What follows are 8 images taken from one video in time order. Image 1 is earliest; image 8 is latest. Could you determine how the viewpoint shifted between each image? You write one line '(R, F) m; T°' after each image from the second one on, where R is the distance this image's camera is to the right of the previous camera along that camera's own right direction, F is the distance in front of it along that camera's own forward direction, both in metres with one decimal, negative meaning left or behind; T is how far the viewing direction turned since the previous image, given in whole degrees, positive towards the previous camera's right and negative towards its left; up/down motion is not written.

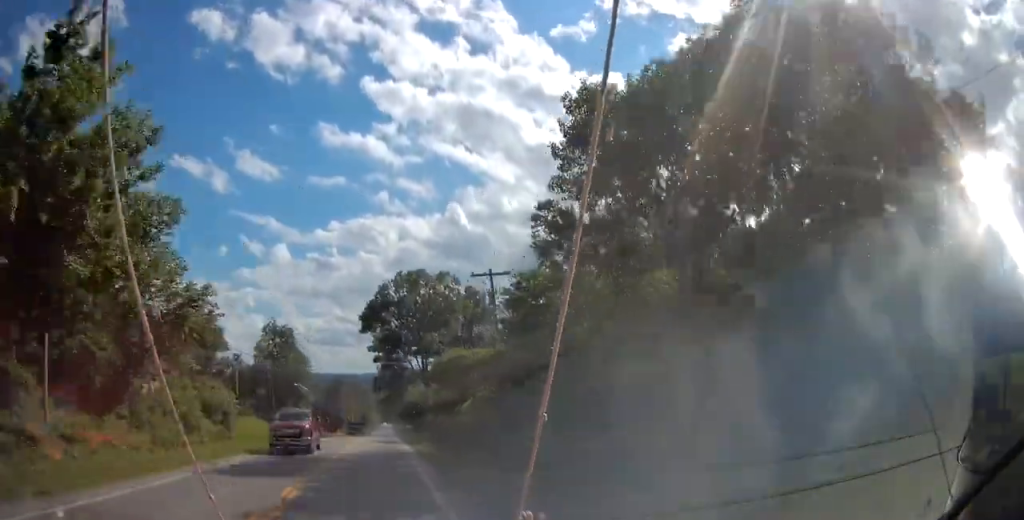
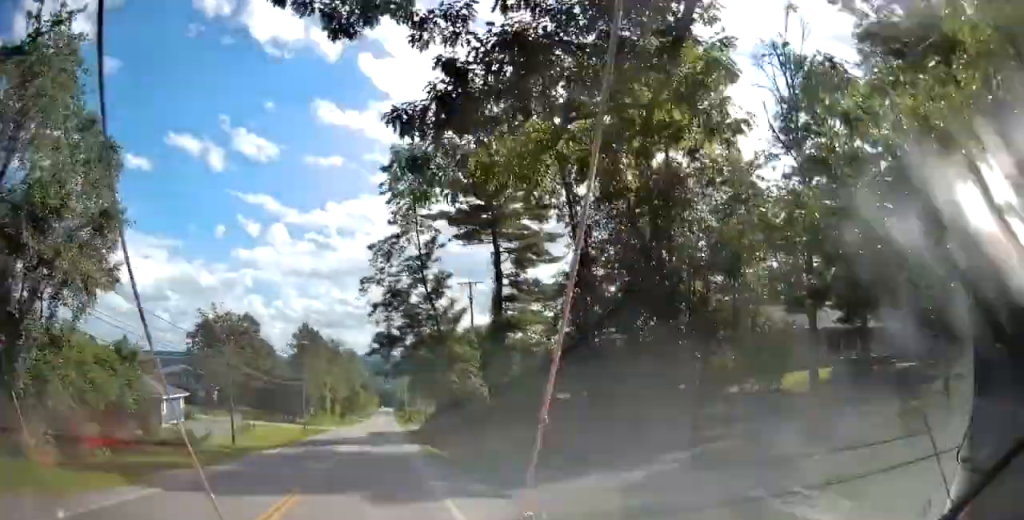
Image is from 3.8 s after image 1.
(0.0, +75.0) m; 0°
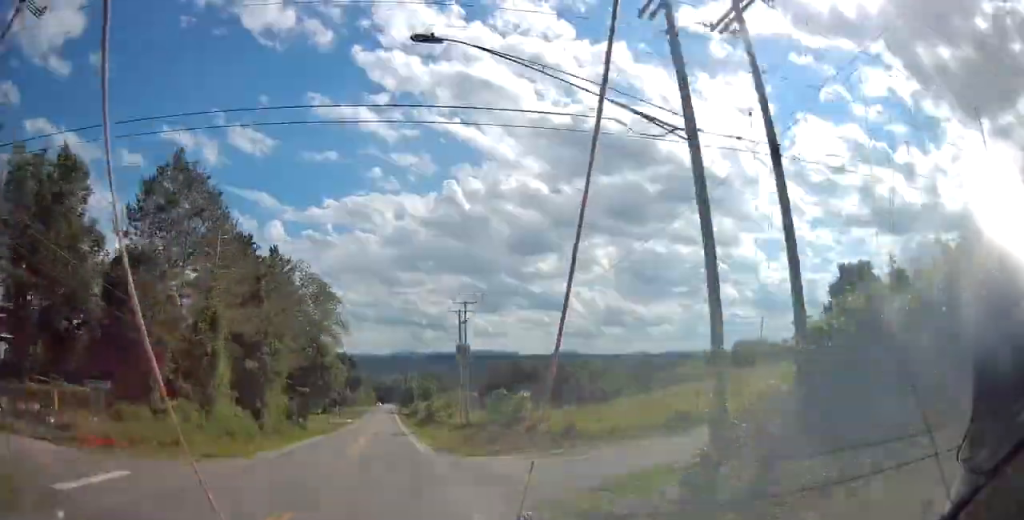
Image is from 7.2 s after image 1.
(+0.2, +67.1) m; 0°
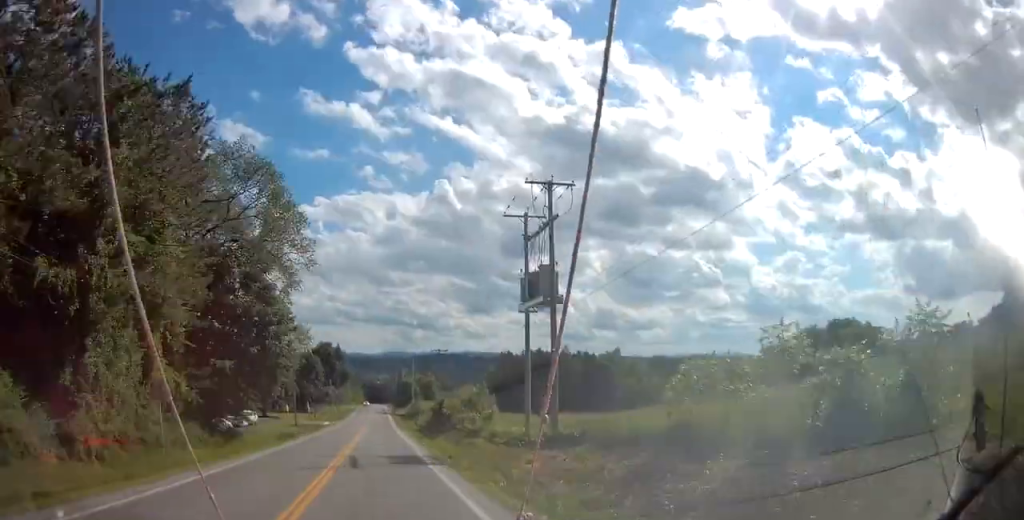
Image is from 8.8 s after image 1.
(+0.1, +31.4) m; 0°
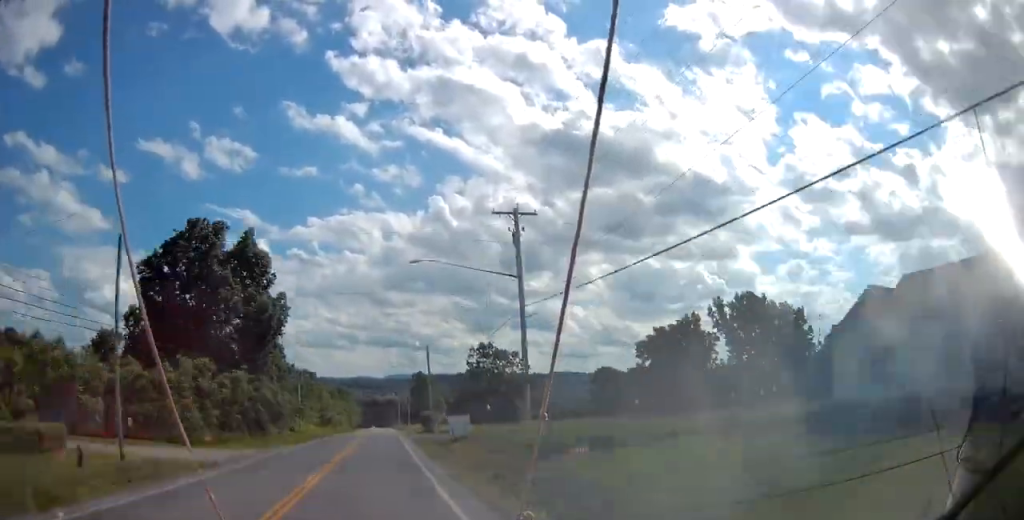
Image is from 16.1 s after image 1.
(-0.5, +142.1) m; 0°
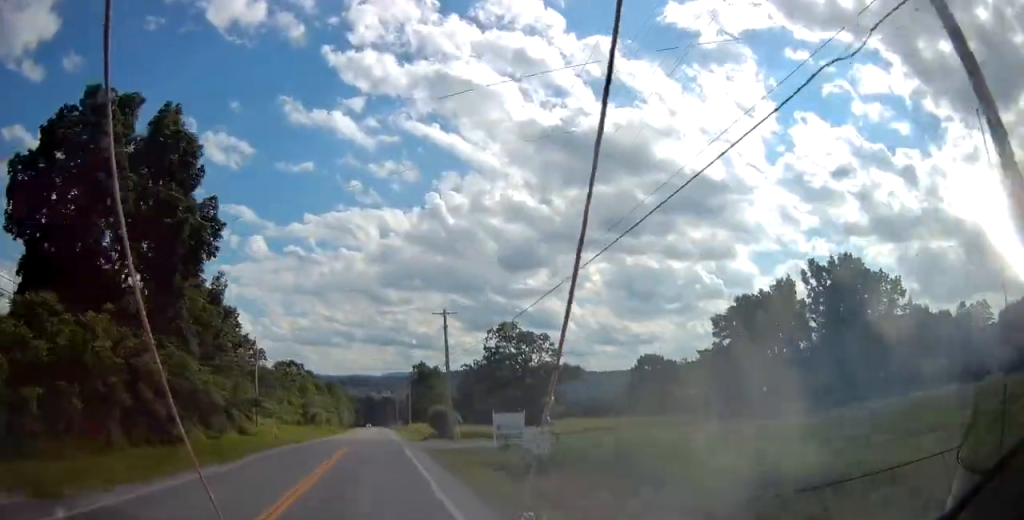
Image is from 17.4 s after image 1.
(+0.1, +25.2) m; 0°
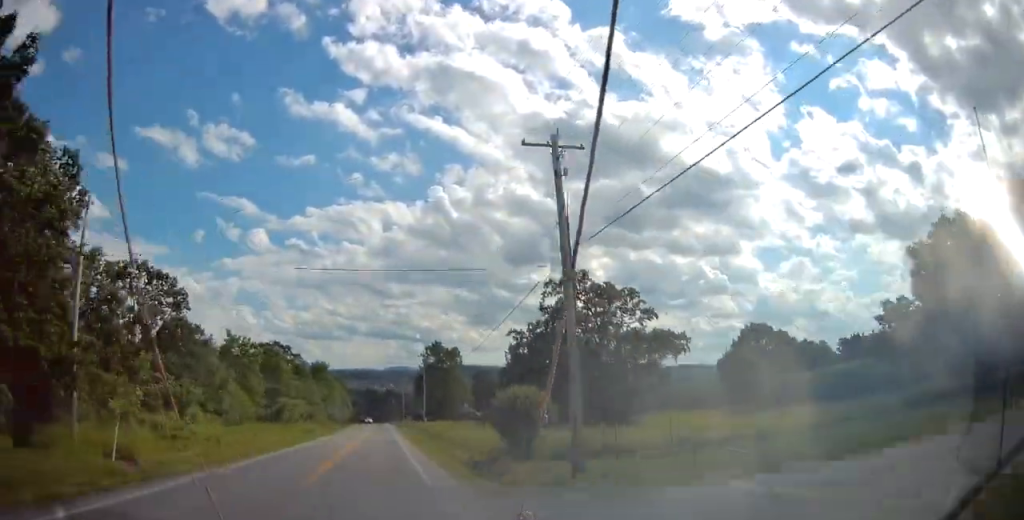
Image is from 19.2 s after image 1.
(+0.2, +34.7) m; 0°
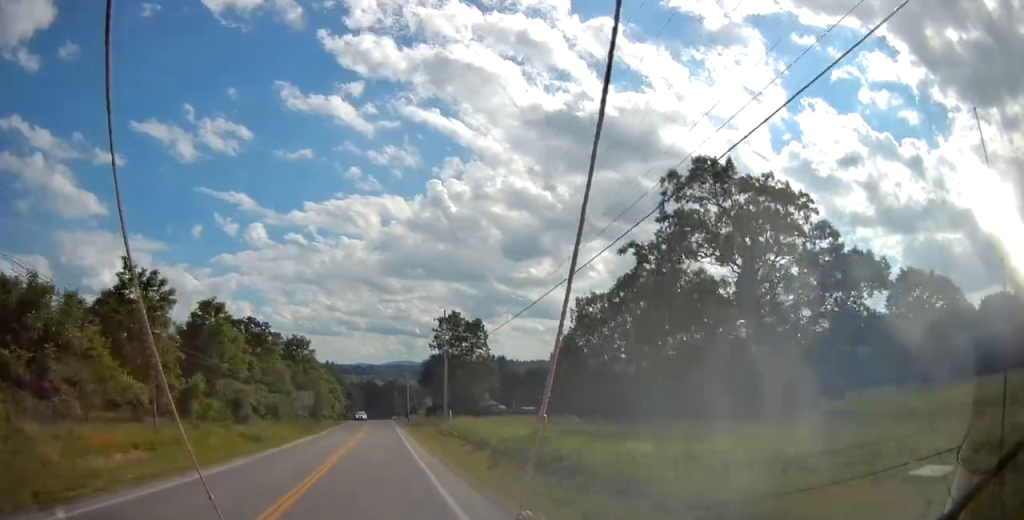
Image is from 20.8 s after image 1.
(0.0, +30.4) m; 0°
